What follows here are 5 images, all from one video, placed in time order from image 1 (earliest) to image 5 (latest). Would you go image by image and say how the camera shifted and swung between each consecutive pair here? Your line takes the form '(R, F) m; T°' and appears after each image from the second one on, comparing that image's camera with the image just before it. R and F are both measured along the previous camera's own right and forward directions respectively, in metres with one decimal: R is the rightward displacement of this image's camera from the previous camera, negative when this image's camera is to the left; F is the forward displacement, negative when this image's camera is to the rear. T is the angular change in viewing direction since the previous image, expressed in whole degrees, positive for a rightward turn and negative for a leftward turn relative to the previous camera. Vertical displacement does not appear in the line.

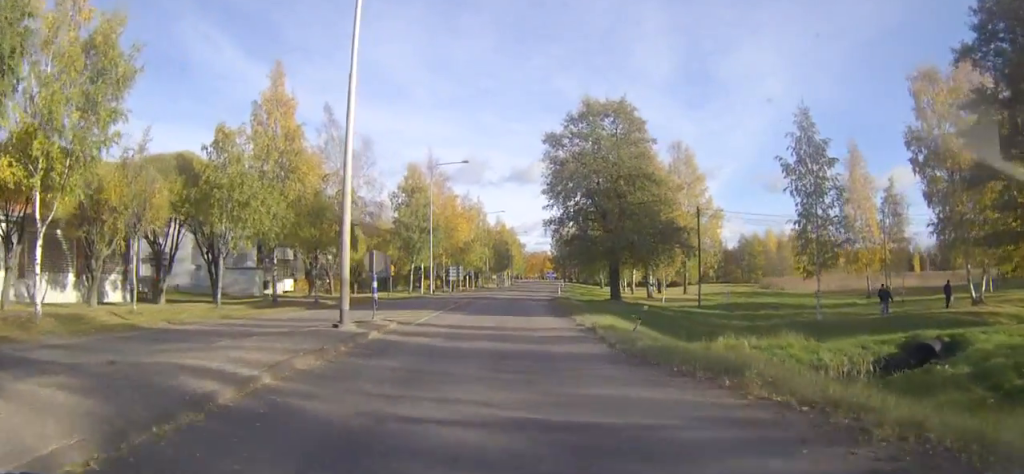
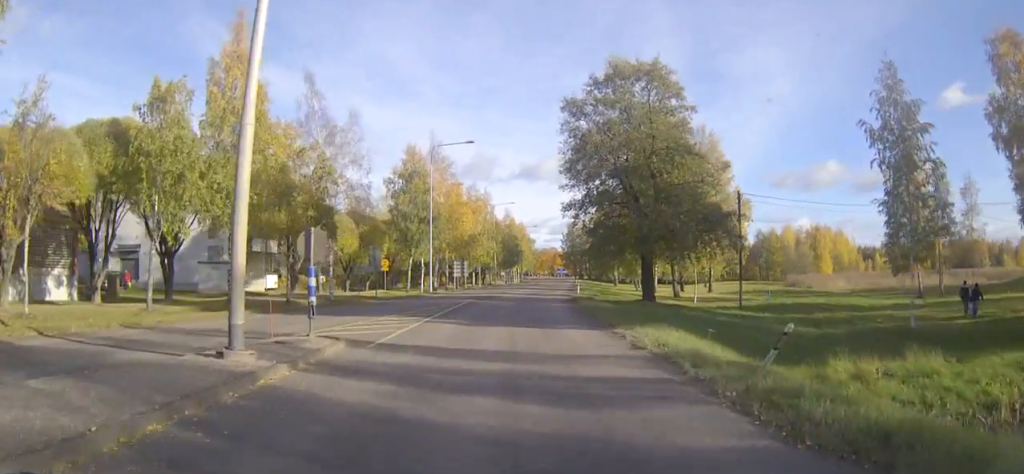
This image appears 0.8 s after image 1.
(-0.1, +8.2) m; -1°
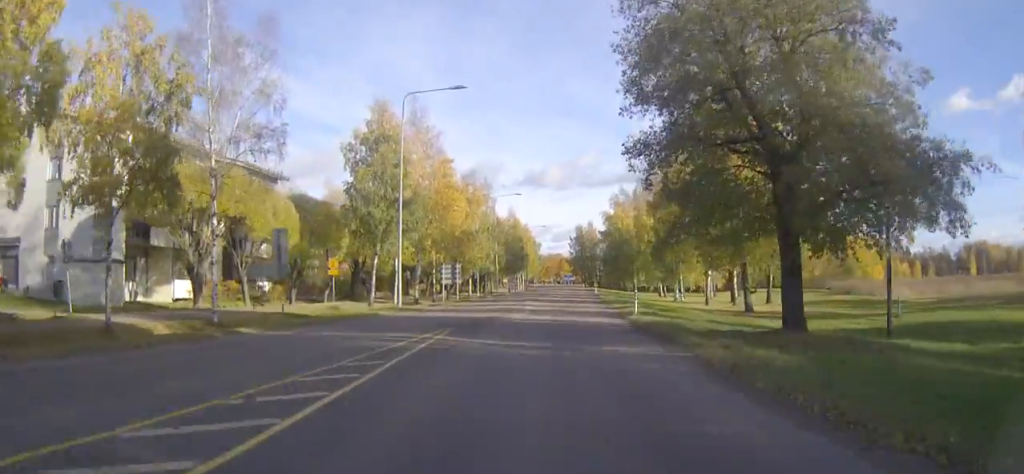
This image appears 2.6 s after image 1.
(-0.1, +19.7) m; 0°
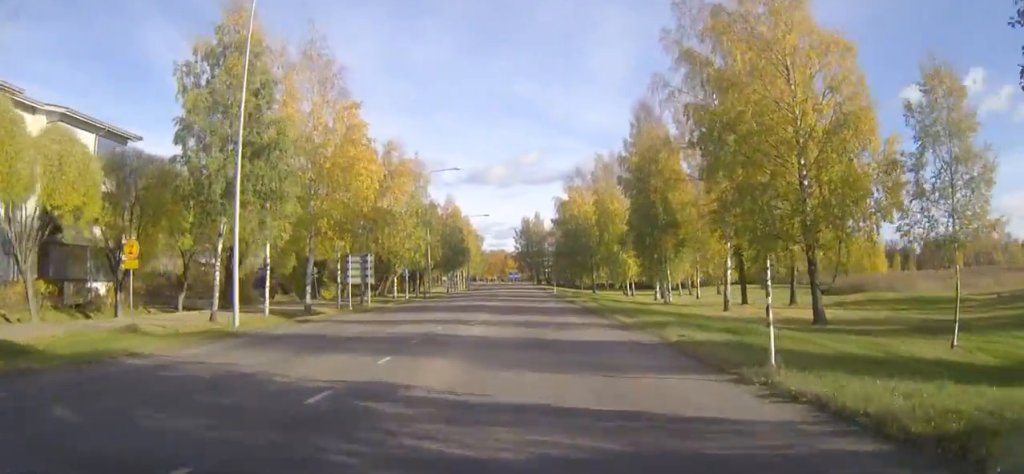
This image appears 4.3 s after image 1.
(+0.4, +18.9) m; +3°
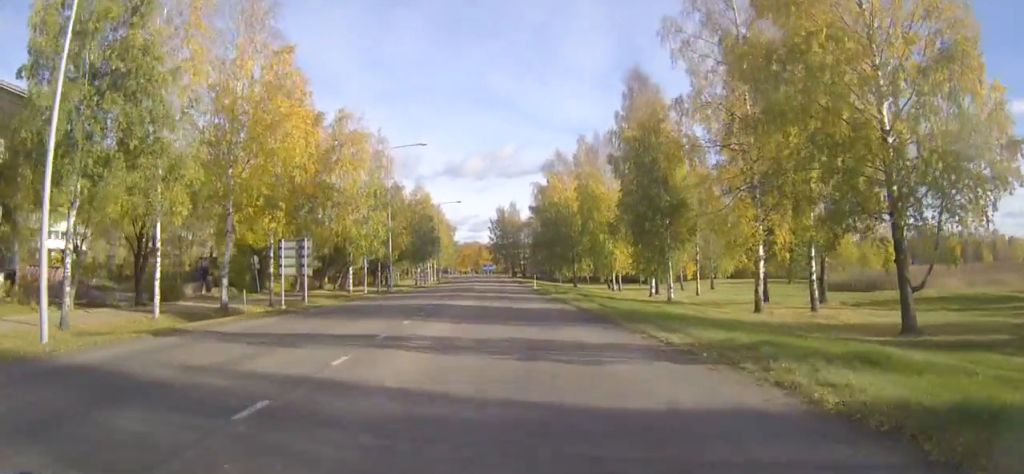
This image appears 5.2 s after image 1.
(+0.2, +9.4) m; +2°
